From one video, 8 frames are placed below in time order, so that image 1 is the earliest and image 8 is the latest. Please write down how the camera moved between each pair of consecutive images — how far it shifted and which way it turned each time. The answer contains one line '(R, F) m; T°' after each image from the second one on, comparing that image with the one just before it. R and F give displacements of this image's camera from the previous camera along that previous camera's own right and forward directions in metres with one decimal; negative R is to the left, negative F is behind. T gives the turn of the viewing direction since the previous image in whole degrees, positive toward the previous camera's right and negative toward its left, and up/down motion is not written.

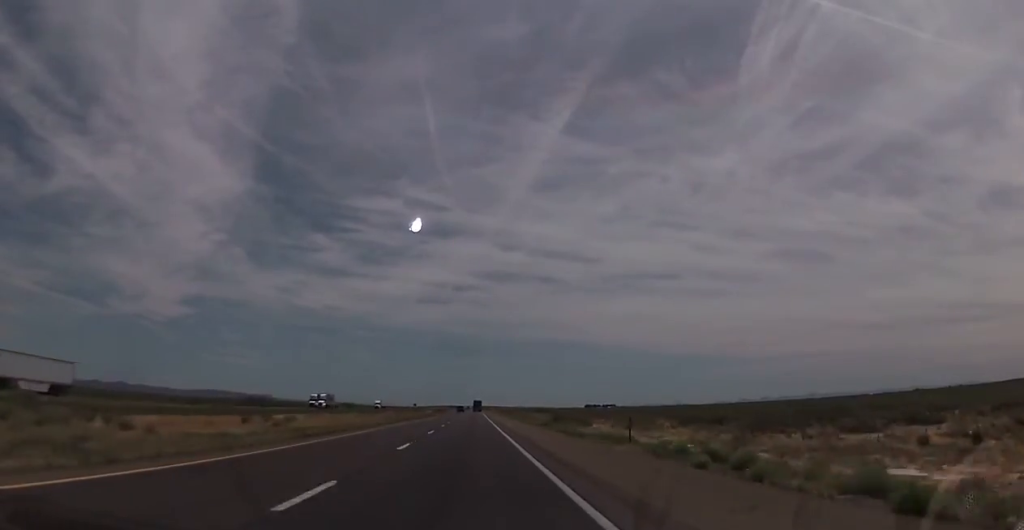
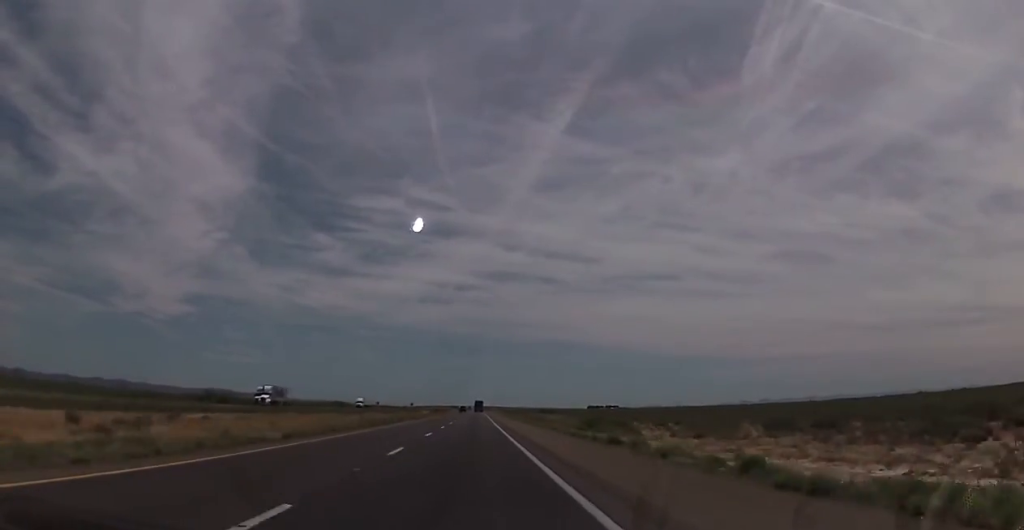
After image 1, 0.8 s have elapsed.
(-0.2, +27.3) m; 0°
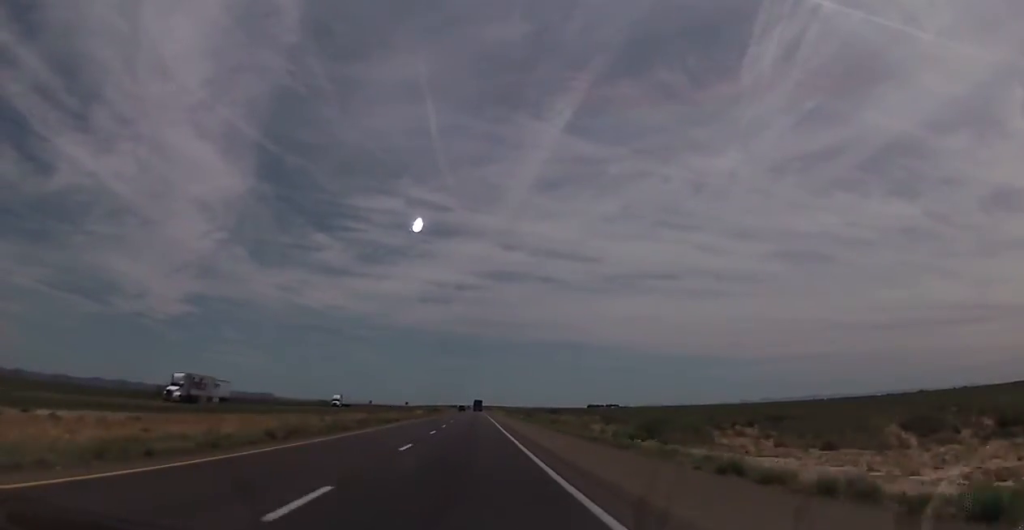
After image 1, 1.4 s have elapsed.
(0.0, +22.5) m; 0°
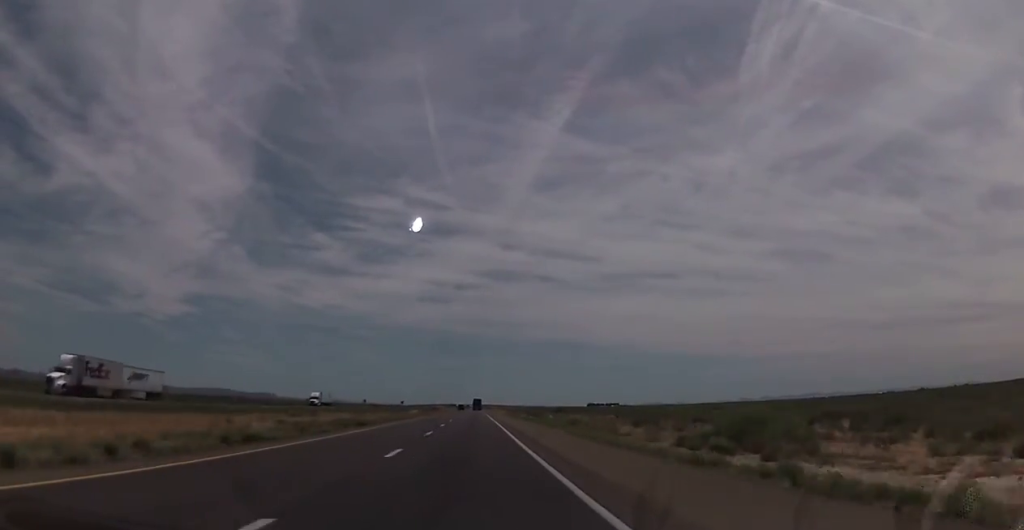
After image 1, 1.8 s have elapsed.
(0.0, +15.4) m; 0°
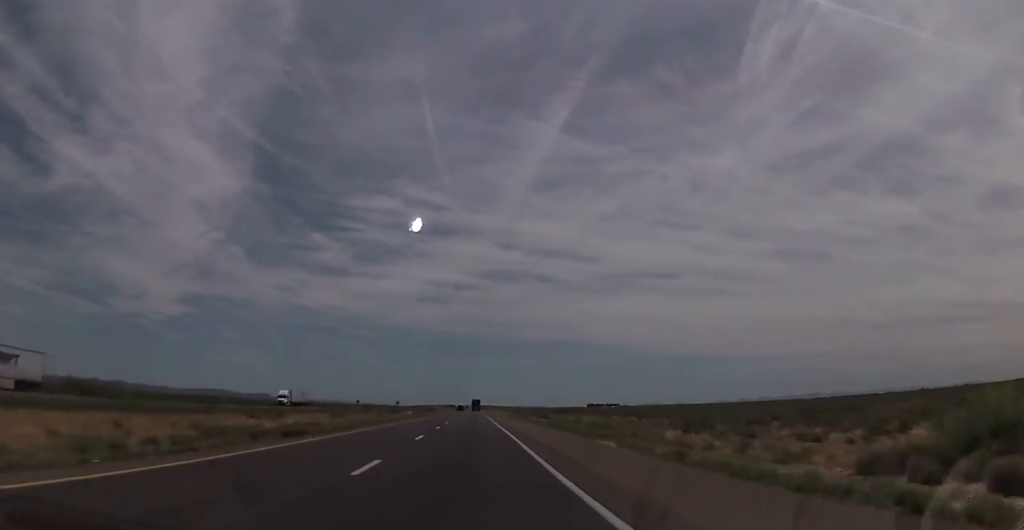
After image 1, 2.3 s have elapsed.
(0.0, +16.6) m; 0°
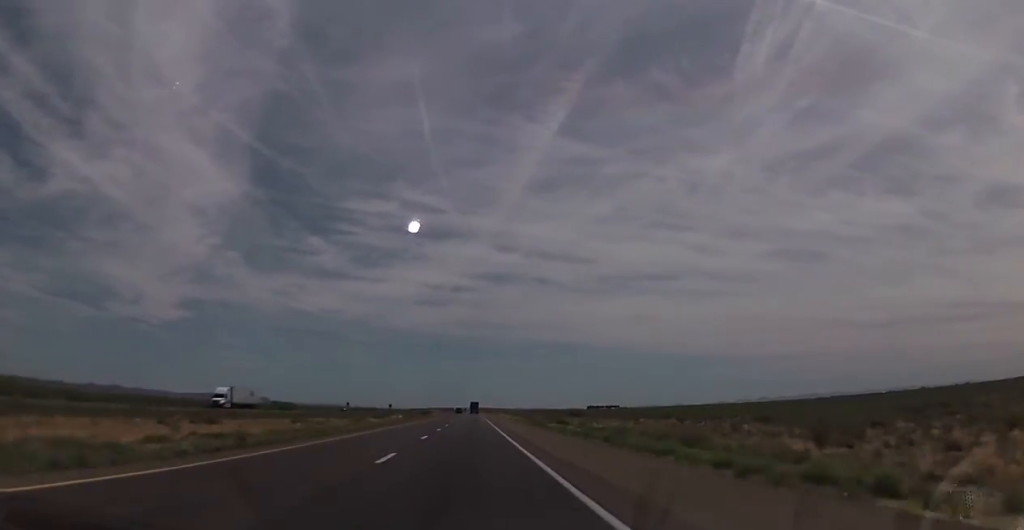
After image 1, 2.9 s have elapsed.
(0.0, +21.3) m; 0°
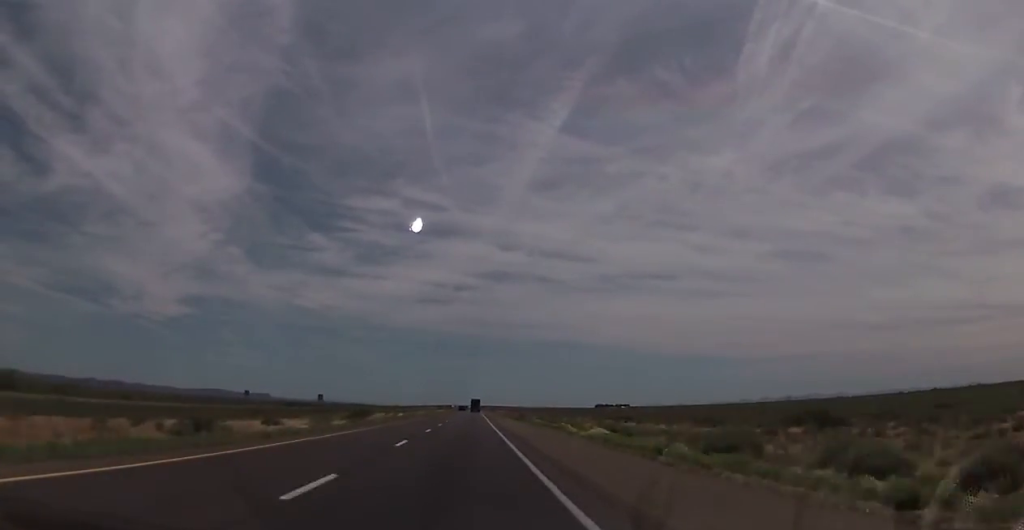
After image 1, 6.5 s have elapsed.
(+1.0, +129.6) m; +1°
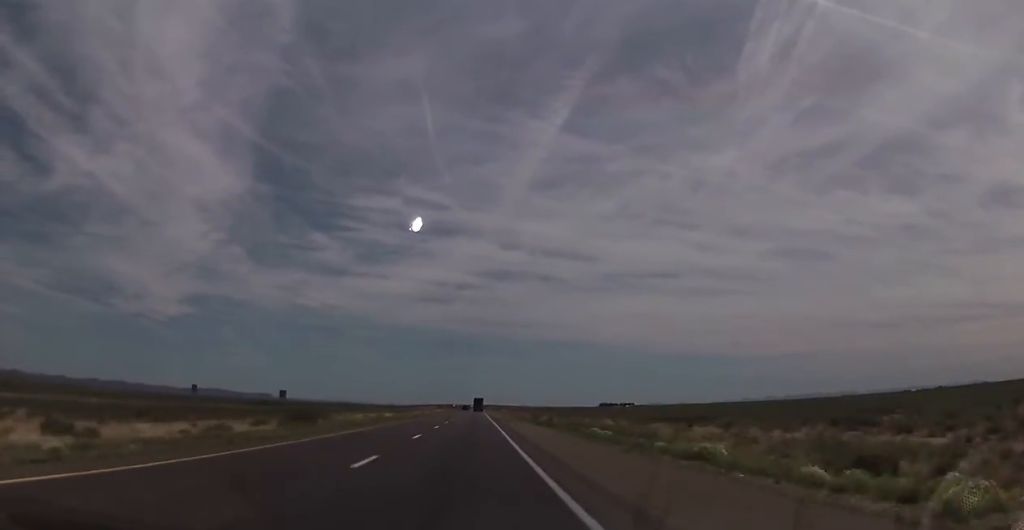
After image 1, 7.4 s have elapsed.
(-0.4, +32.2) m; -1°
